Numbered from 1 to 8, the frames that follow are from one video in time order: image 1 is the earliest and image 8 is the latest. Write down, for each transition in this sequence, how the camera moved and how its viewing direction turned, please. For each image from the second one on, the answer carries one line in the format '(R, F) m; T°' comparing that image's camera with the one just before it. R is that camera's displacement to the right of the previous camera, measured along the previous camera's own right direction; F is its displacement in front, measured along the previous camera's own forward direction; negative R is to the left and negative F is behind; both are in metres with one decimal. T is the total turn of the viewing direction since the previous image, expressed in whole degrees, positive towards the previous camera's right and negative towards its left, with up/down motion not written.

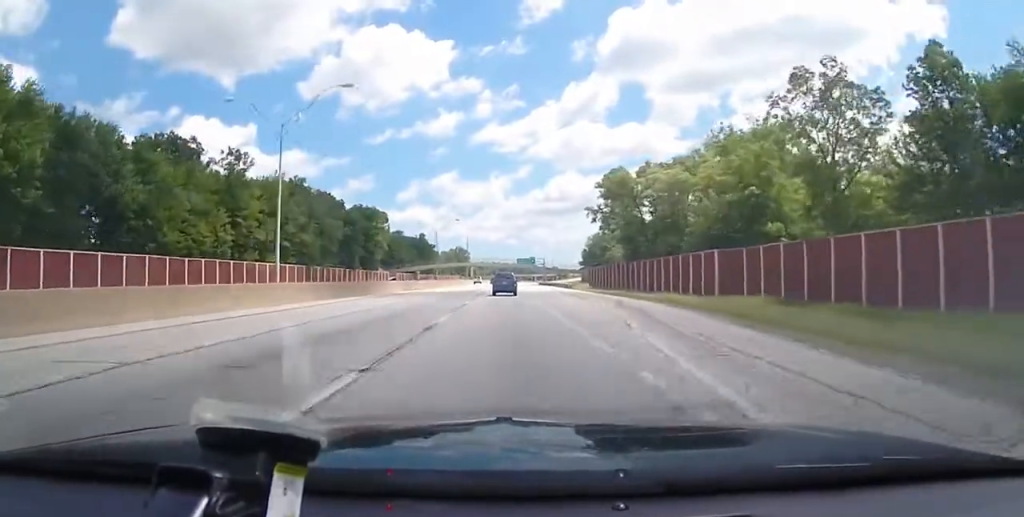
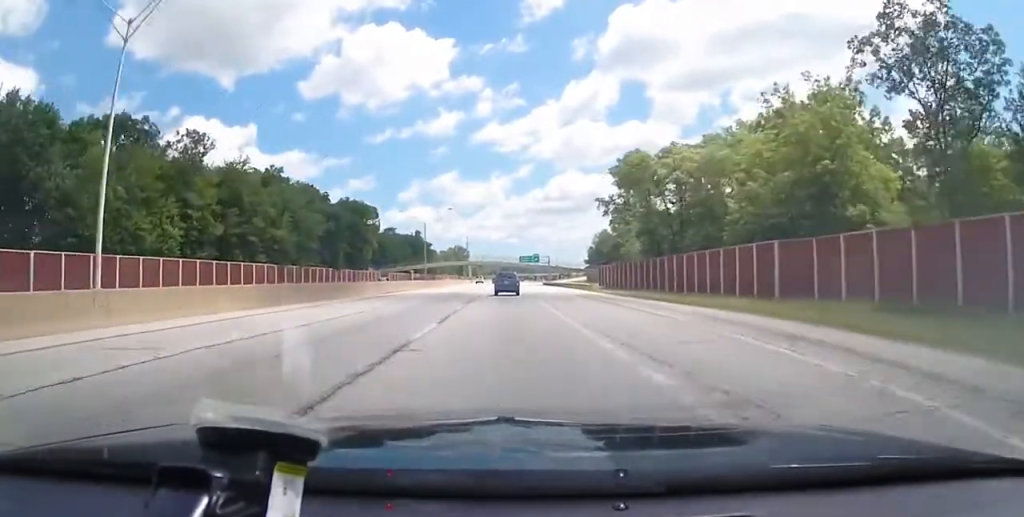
(-0.1, +16.3) m; 0°
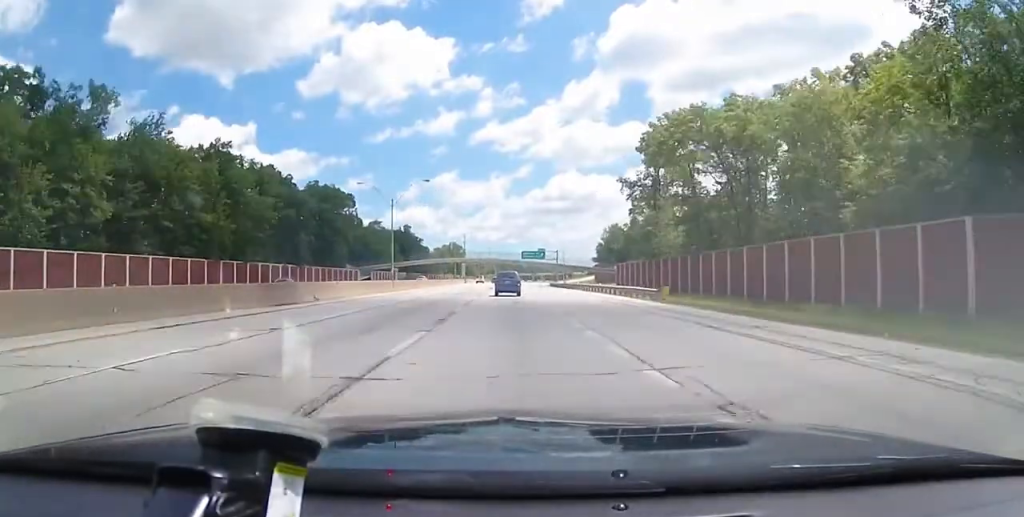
(-0.2, +26.9) m; 0°
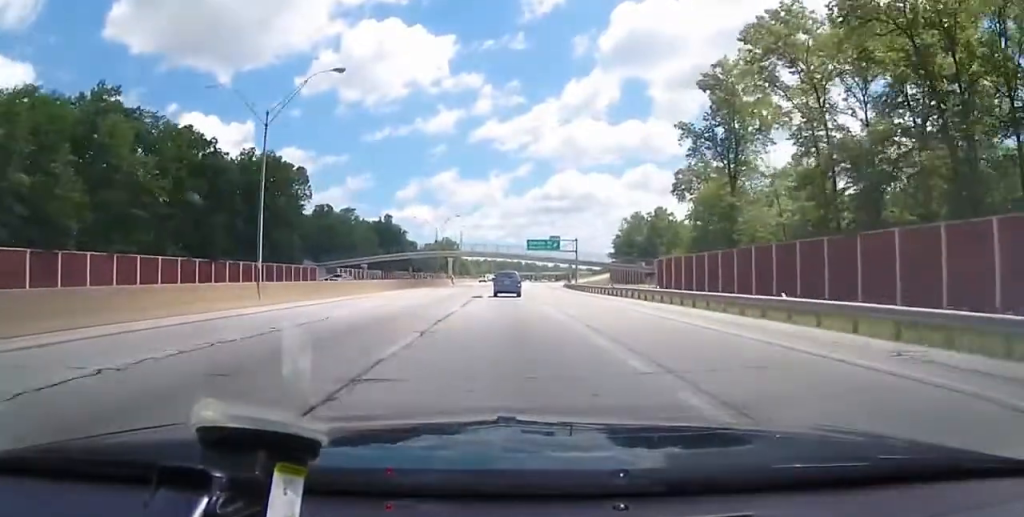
(+0.2, +36.6) m; +1°
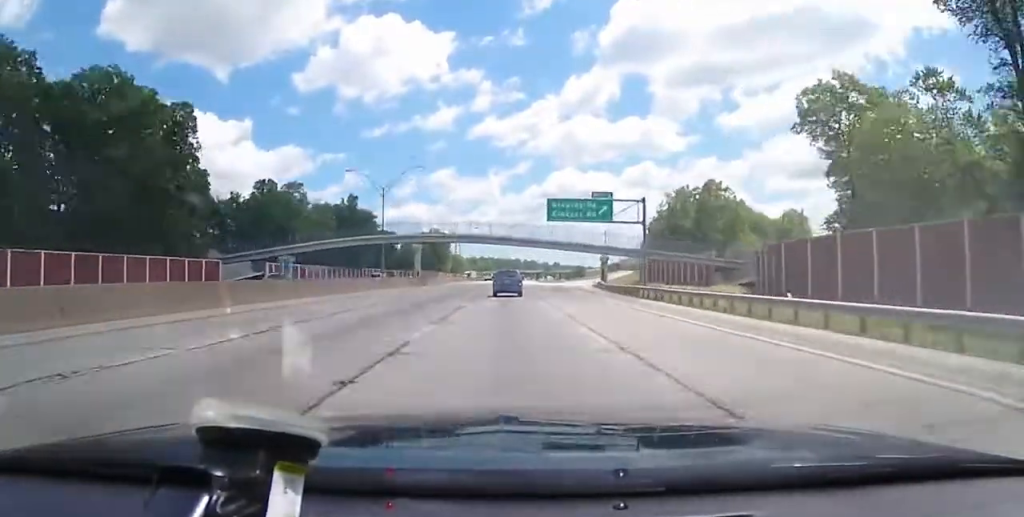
(-0.1, +46.3) m; 0°
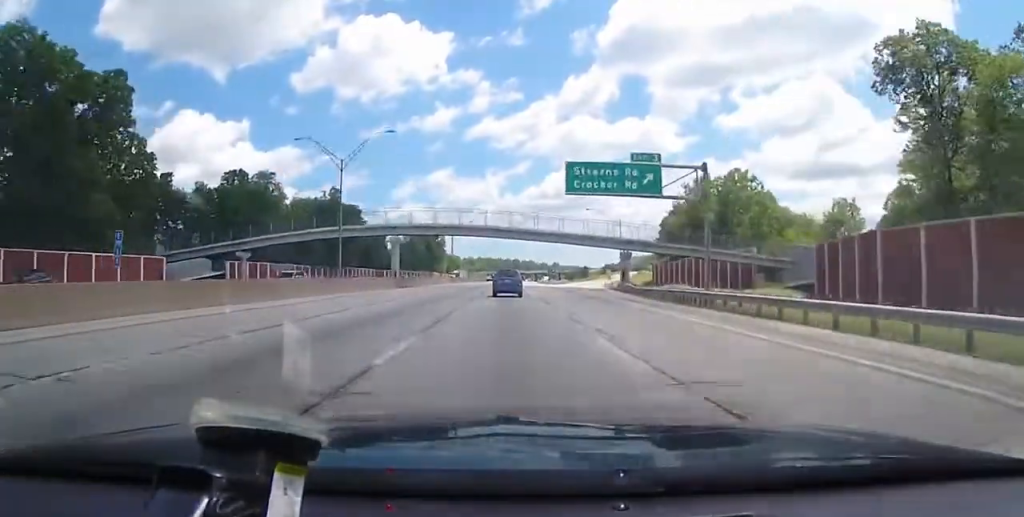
(0.0, +15.4) m; 0°
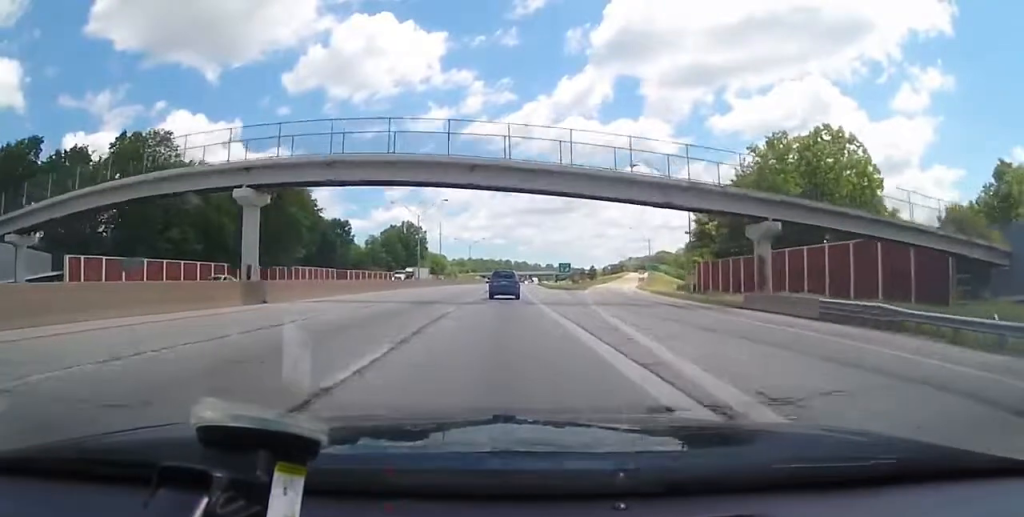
(+0.2, +37.5) m; +1°
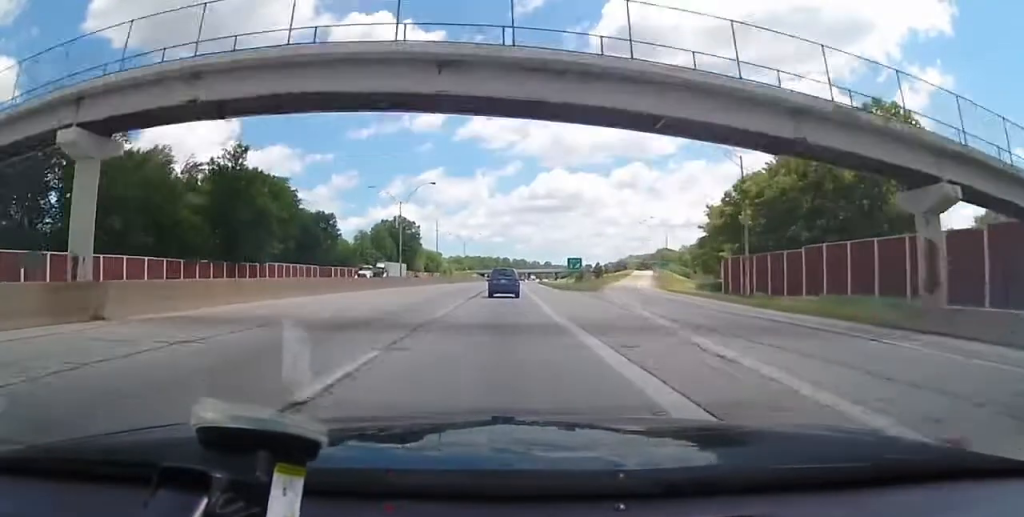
(+0.3, +13.5) m; 0°
